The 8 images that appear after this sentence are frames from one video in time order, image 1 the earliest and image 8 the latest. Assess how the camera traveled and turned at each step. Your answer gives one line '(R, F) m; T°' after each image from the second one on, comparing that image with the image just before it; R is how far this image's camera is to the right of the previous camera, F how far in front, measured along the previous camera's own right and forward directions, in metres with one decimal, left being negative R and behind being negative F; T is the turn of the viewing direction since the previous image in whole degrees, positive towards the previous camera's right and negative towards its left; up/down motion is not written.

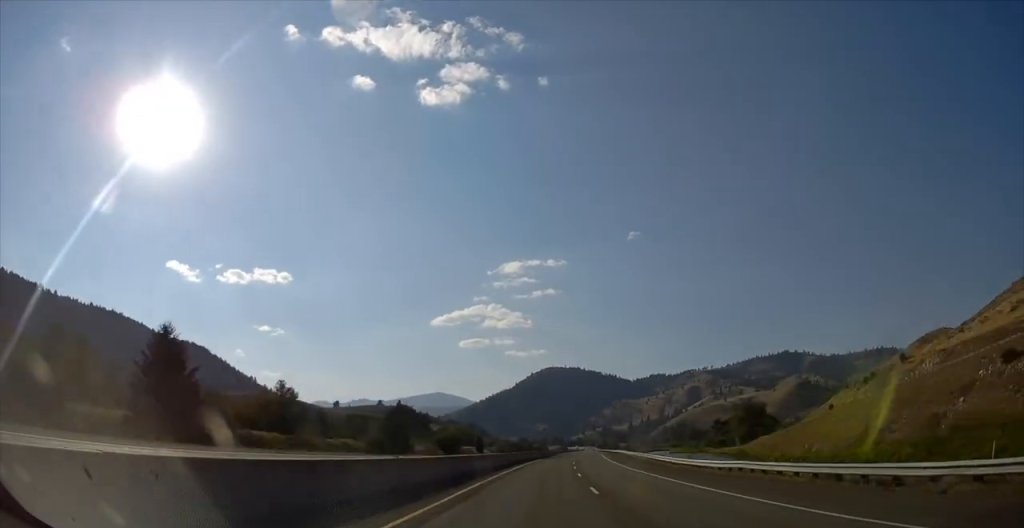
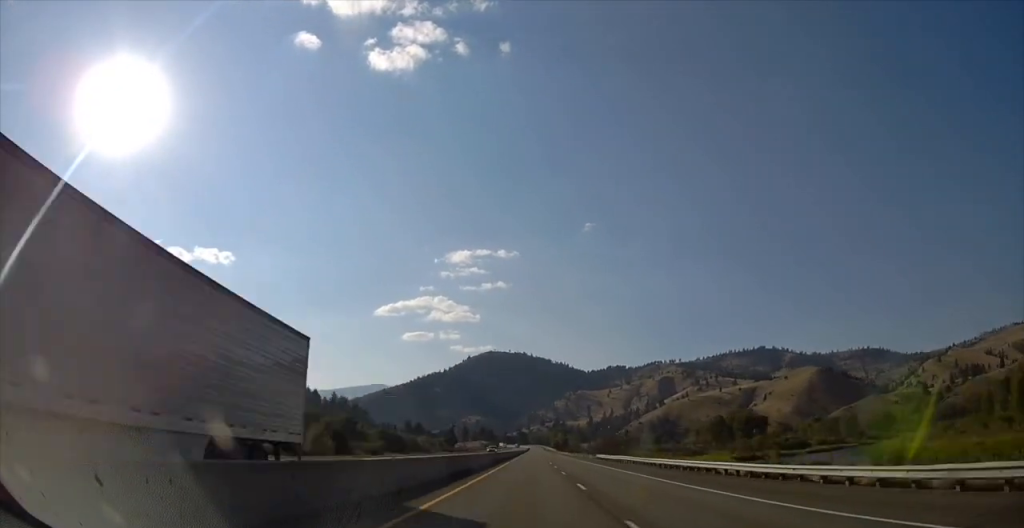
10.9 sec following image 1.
(+37.2, +439.9) m; +5°
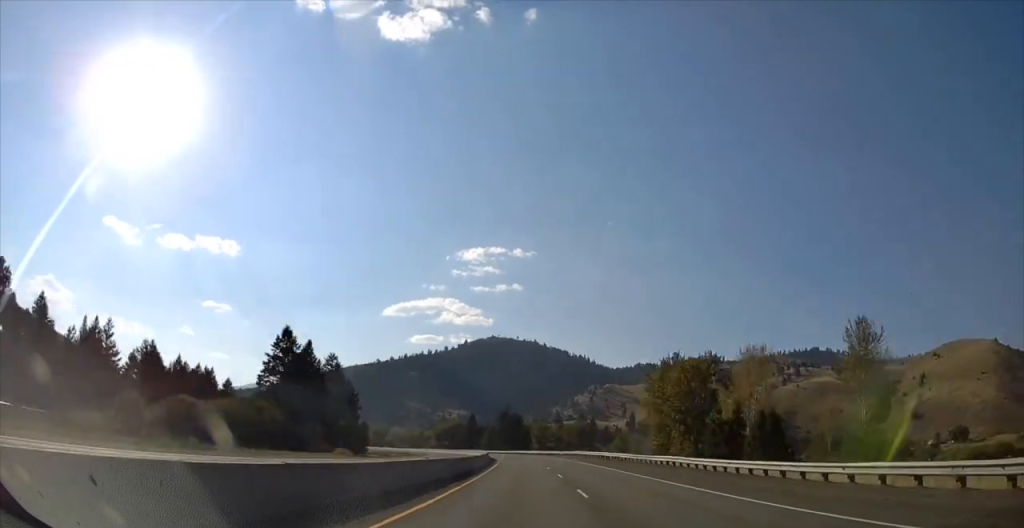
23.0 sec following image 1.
(-25.6, +466.7) m; -16°
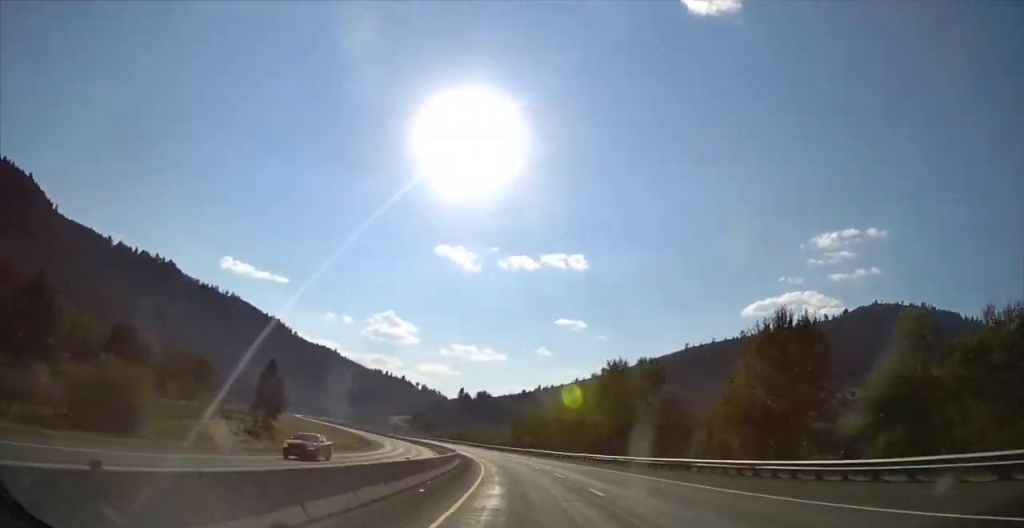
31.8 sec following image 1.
(-74.6, +323.2) m; -25°
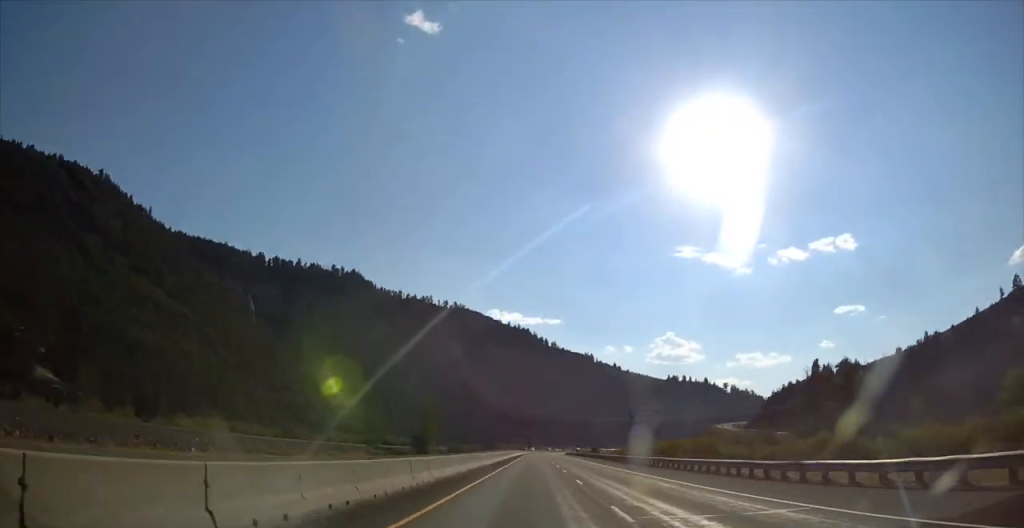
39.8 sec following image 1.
(-57.9, +306.7) m; -7°
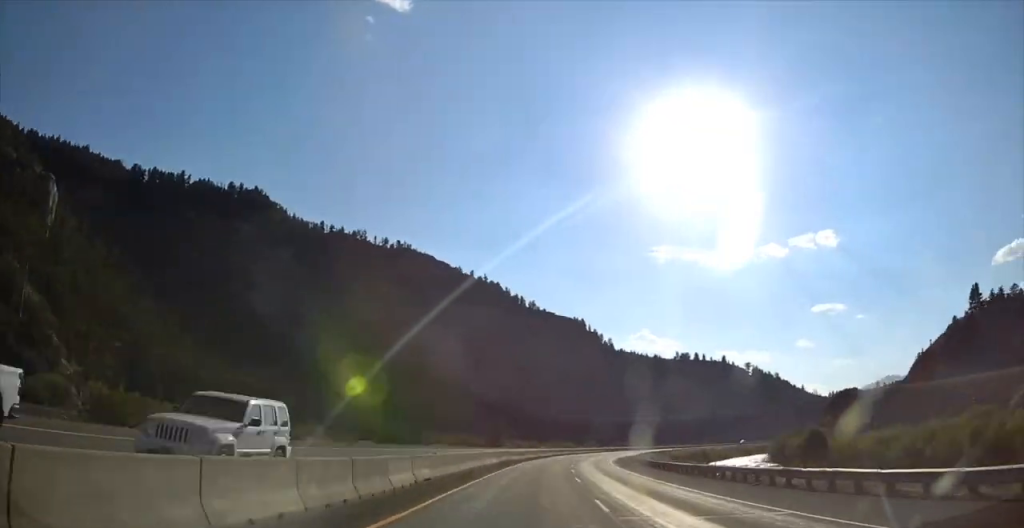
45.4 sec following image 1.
(-16.2, +218.0) m; +10°
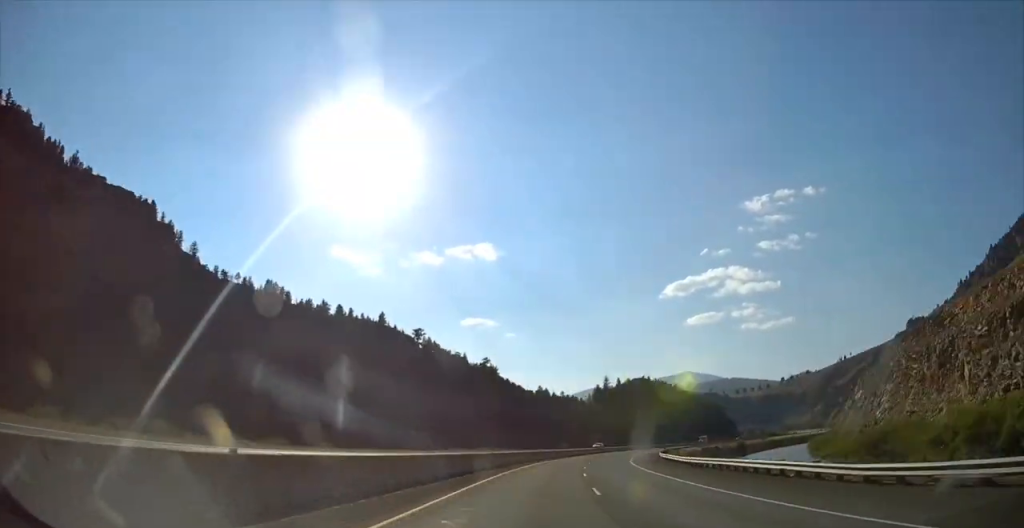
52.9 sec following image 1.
(+65.5, +281.0) m; +28°
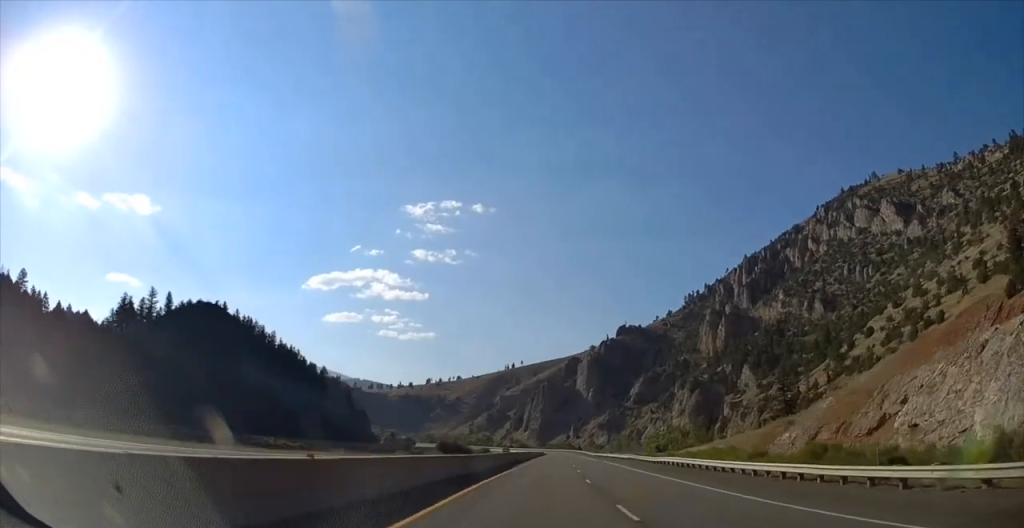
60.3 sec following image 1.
(+76.4, +278.9) m; +12°
